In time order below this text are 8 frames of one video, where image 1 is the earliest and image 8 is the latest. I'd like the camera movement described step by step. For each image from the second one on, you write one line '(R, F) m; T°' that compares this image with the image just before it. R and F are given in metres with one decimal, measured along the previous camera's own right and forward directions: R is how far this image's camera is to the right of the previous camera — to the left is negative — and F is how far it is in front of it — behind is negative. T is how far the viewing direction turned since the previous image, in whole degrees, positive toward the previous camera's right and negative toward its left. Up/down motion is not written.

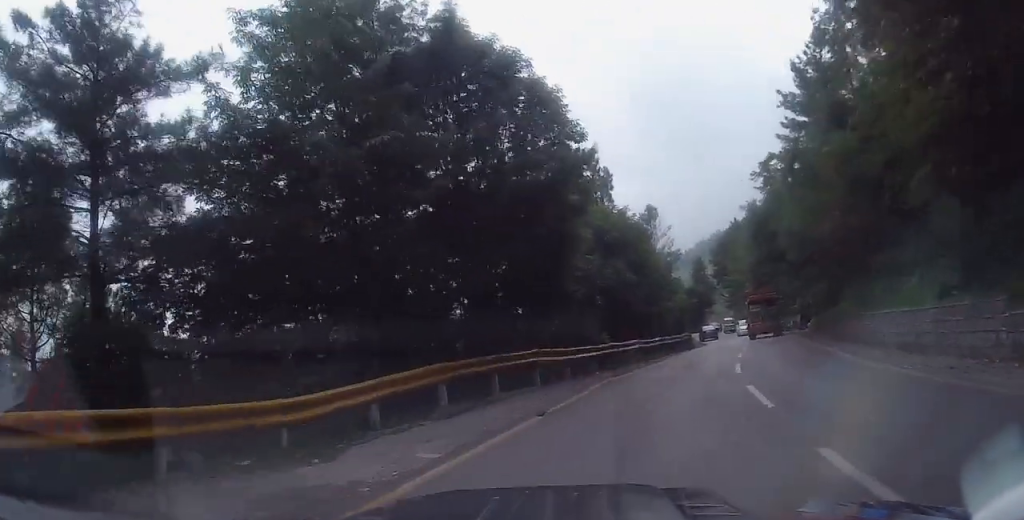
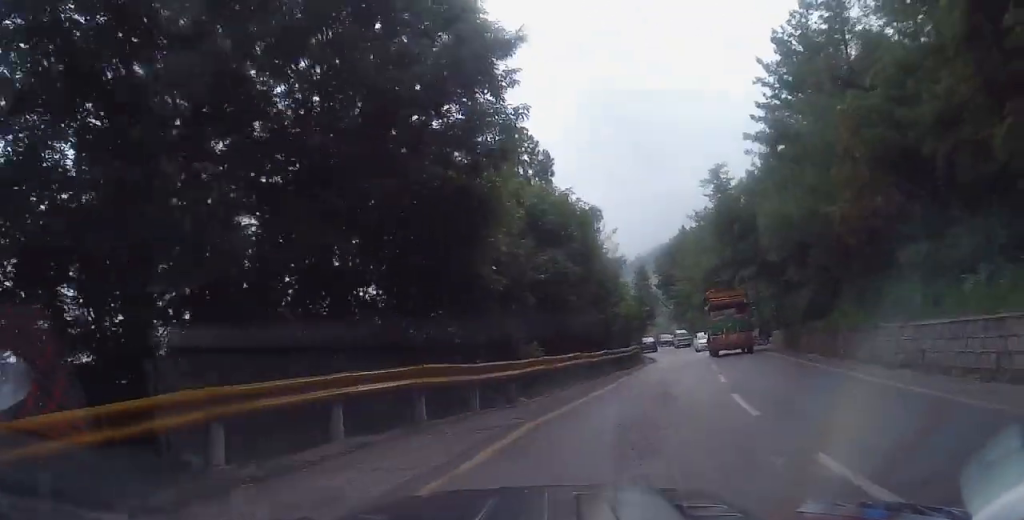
(+0.5, +6.2) m; +2°
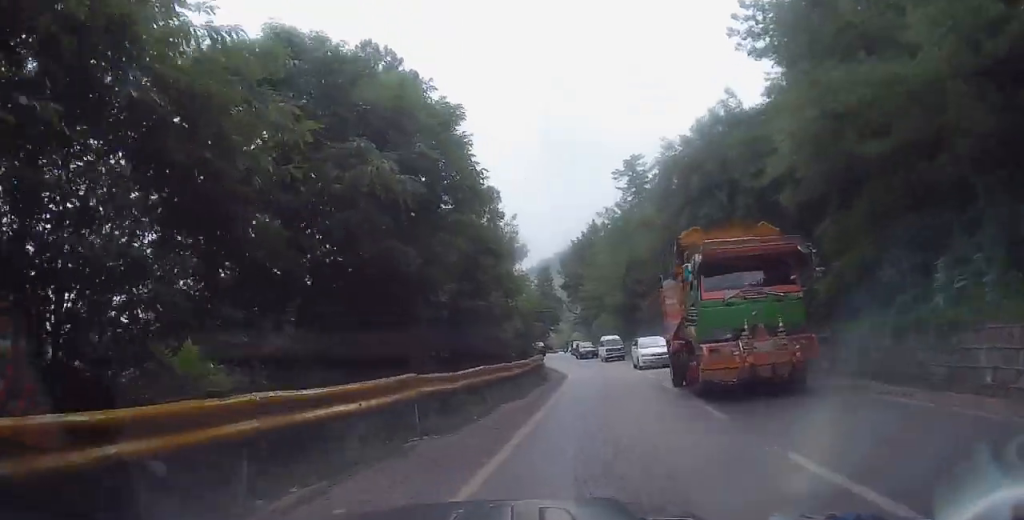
(+0.2, +12.0) m; +5°
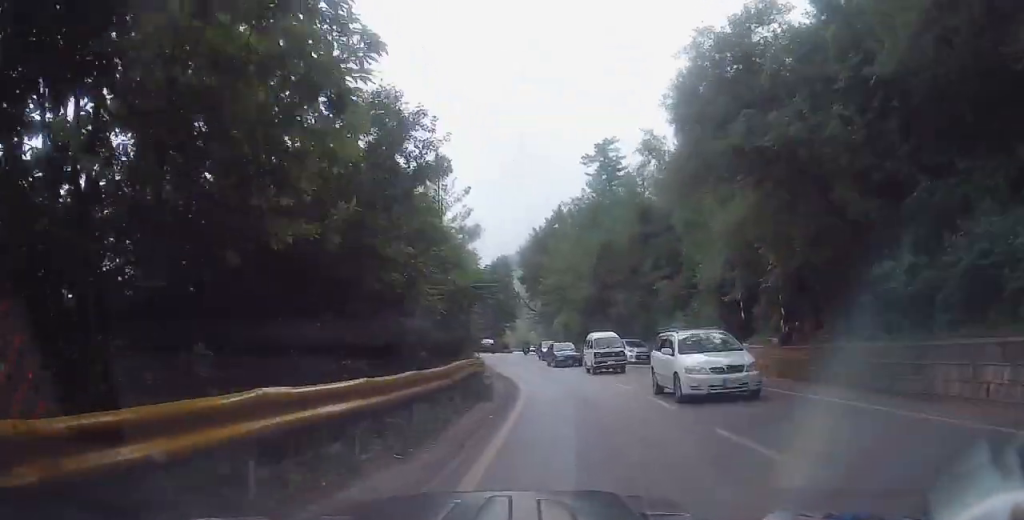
(+0.7, +9.5) m; +5°
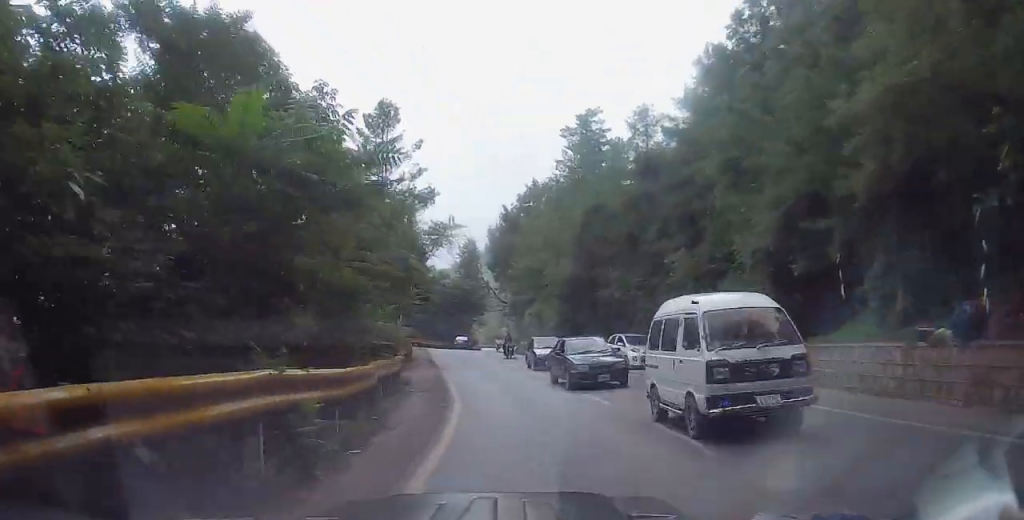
(+0.3, +11.1) m; -1°
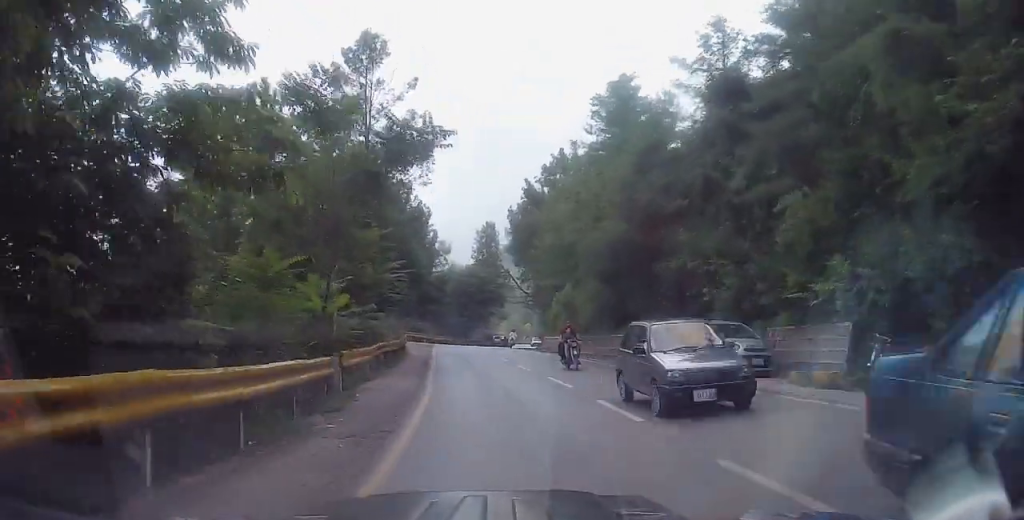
(-0.4, +9.9) m; -2°
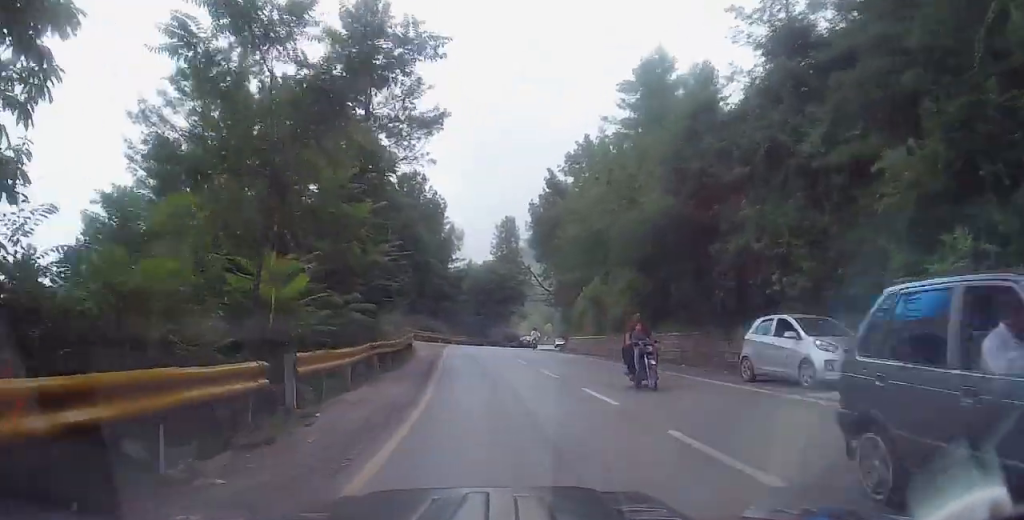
(-0.1, +4.3) m; 0°
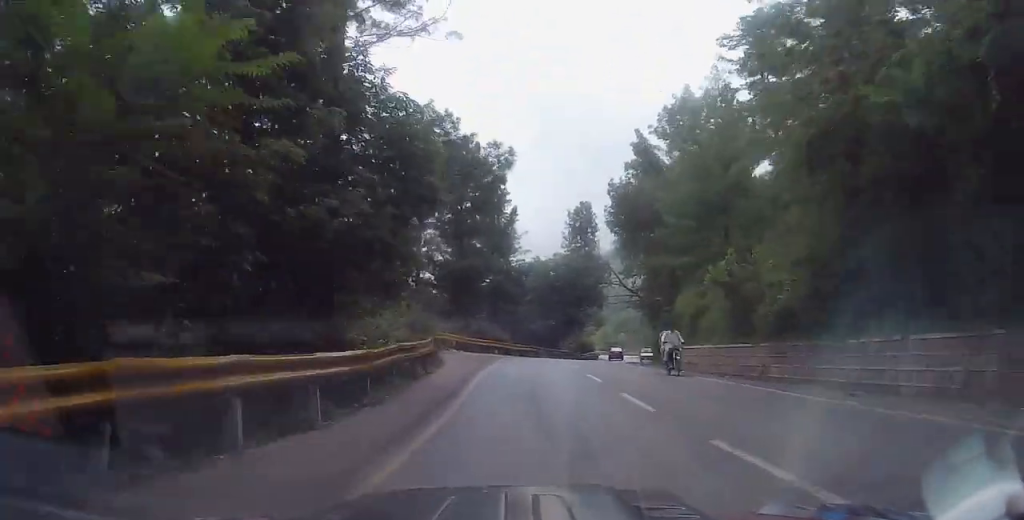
(+0.2, +13.3) m; +5°
